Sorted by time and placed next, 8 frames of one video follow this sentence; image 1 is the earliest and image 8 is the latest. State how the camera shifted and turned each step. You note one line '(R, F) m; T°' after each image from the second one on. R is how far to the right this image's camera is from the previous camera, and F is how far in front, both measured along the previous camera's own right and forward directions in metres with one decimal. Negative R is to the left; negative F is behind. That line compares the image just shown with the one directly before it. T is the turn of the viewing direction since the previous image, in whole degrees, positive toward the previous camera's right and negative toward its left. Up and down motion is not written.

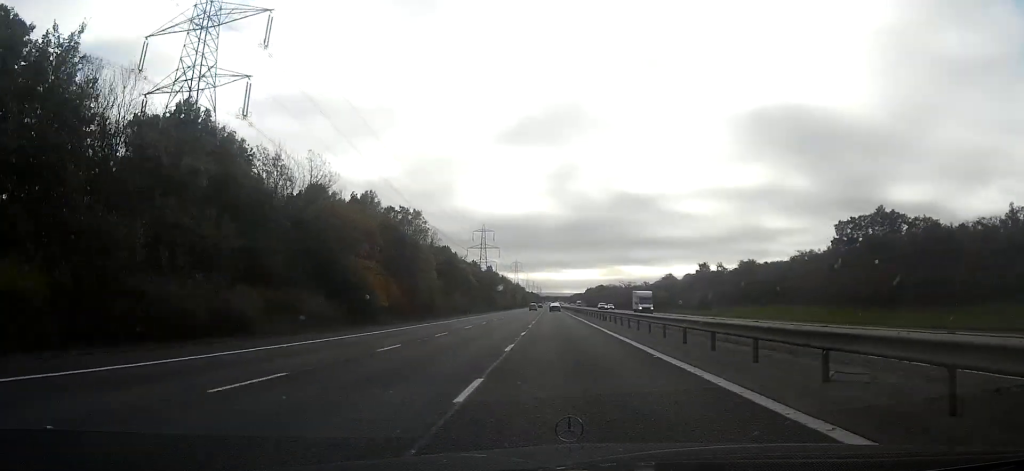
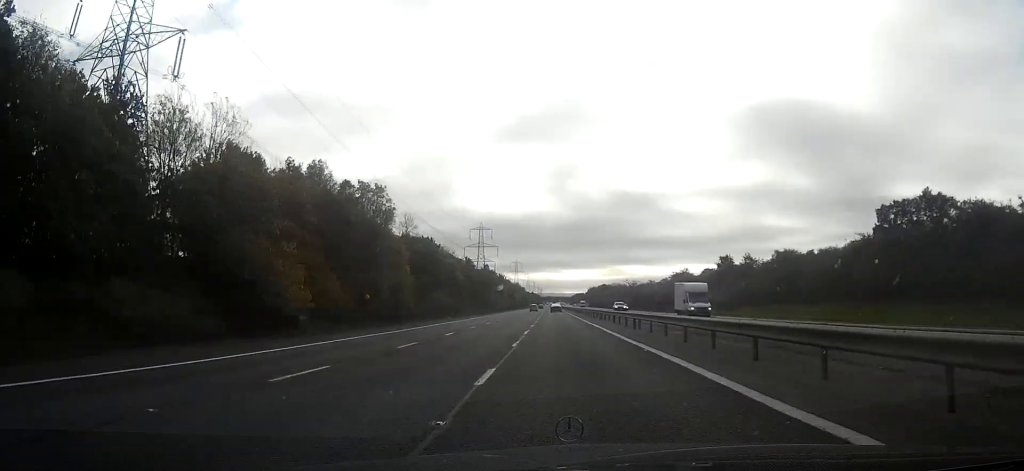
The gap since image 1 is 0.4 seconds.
(-0.1, +15.8) m; 0°
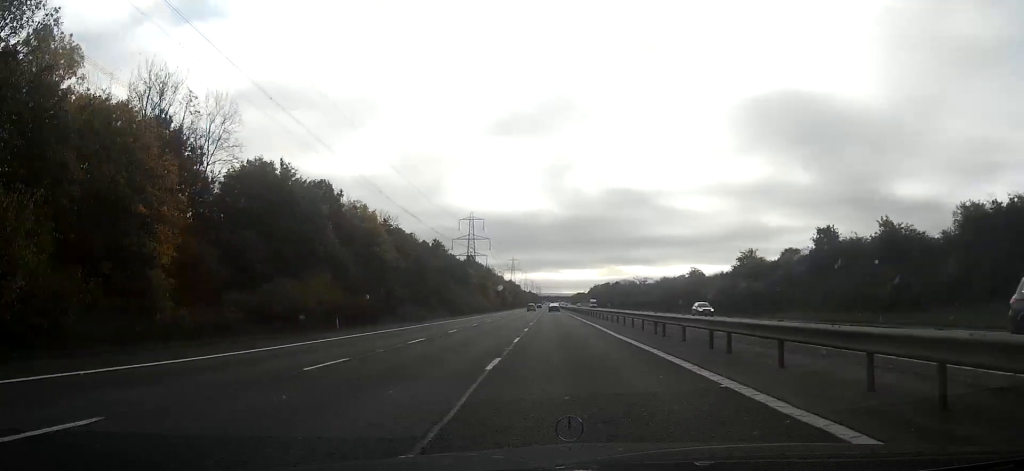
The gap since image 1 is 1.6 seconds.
(+0.1, +42.9) m; 0°
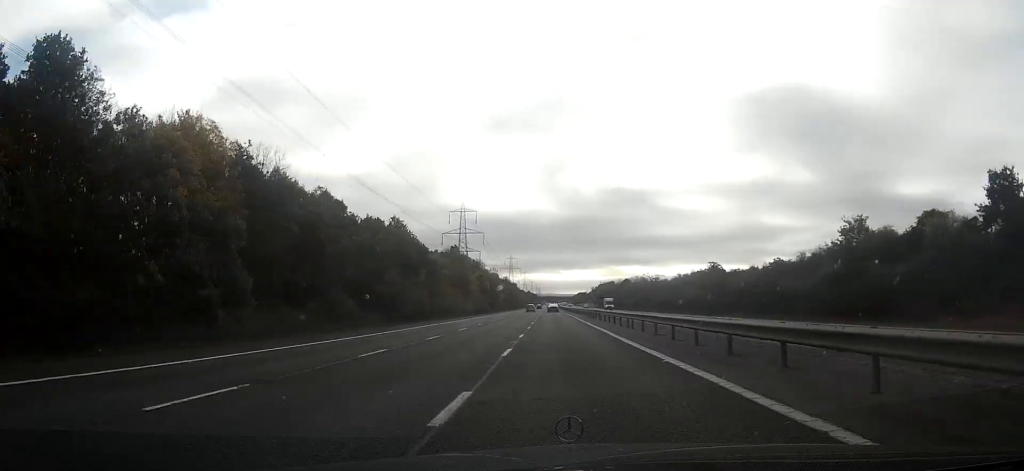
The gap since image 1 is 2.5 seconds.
(+0.1, +32.2) m; 0°
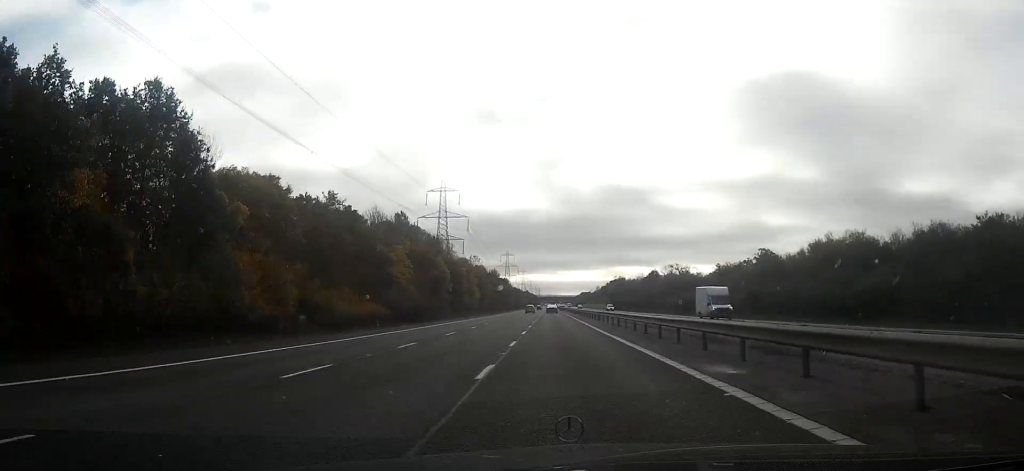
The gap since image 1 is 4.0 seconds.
(-0.2, +58.4) m; 0°
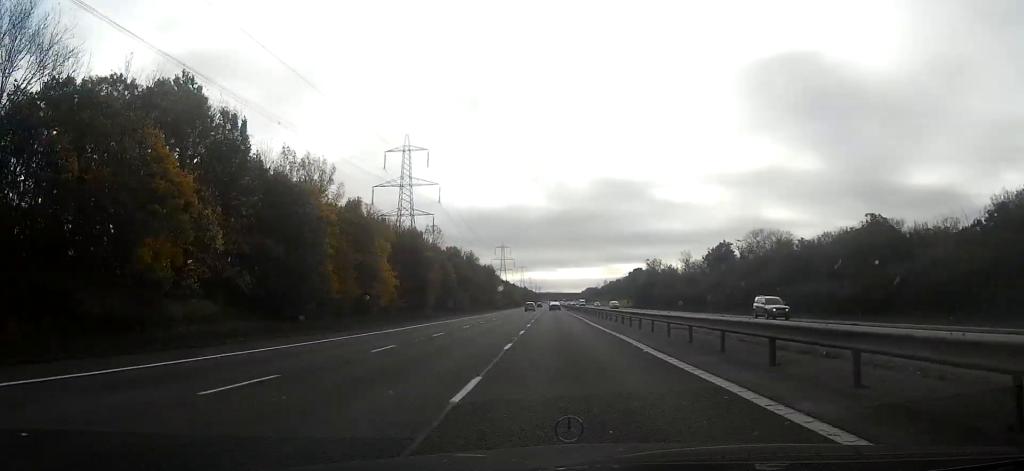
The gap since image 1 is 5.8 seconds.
(+0.1, +65.2) m; 0°
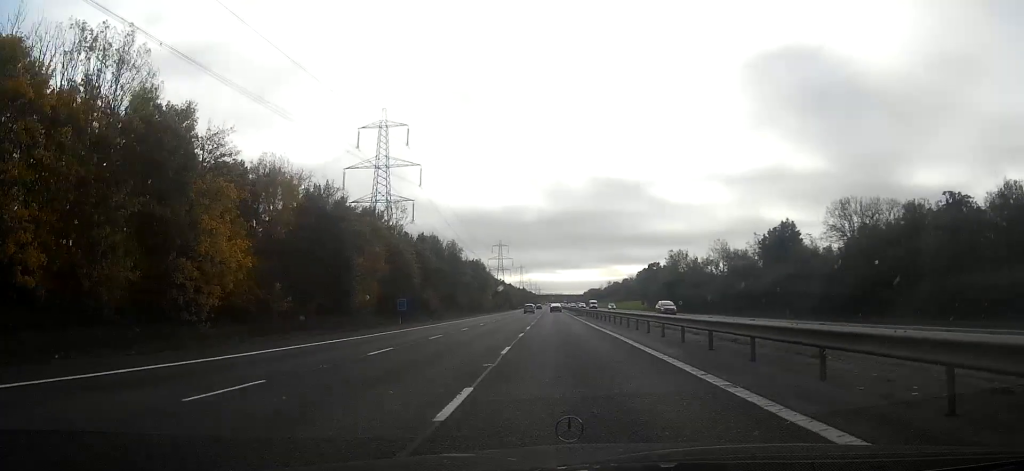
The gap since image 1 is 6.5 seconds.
(-0.2, +27.7) m; 0°
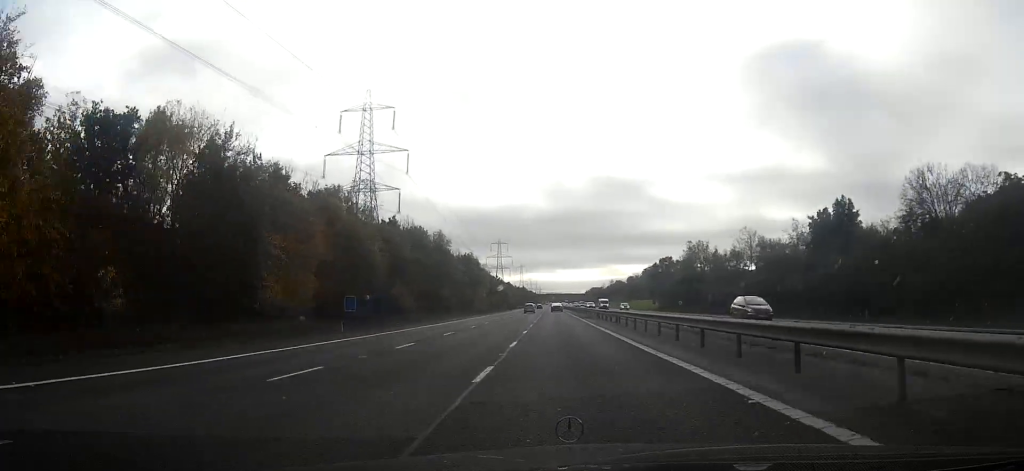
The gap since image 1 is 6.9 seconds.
(0.0, +15.1) m; 0°
